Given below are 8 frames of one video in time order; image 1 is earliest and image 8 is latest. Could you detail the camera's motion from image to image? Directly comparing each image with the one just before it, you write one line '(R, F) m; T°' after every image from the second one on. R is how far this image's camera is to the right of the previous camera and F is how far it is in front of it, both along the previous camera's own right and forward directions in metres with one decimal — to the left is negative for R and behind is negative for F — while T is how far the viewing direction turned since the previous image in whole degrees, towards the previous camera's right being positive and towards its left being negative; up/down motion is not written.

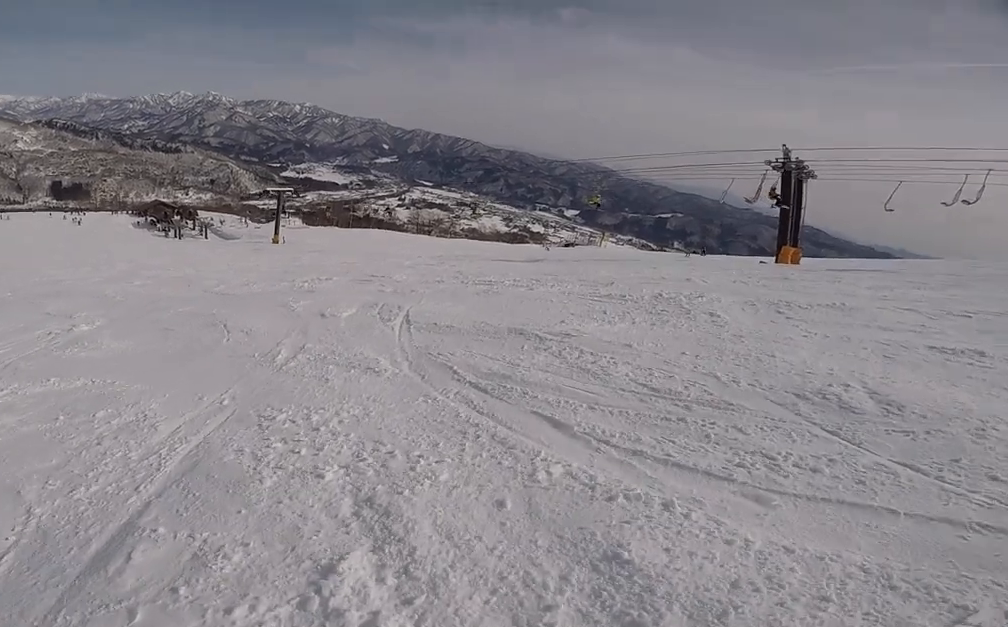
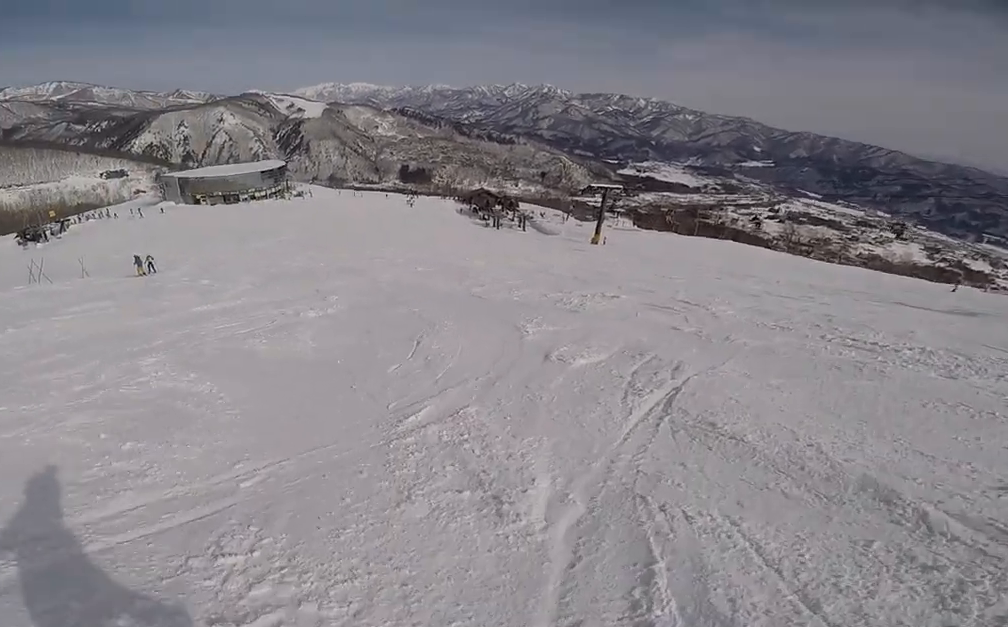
(-0.7, +3.2) m; -32°
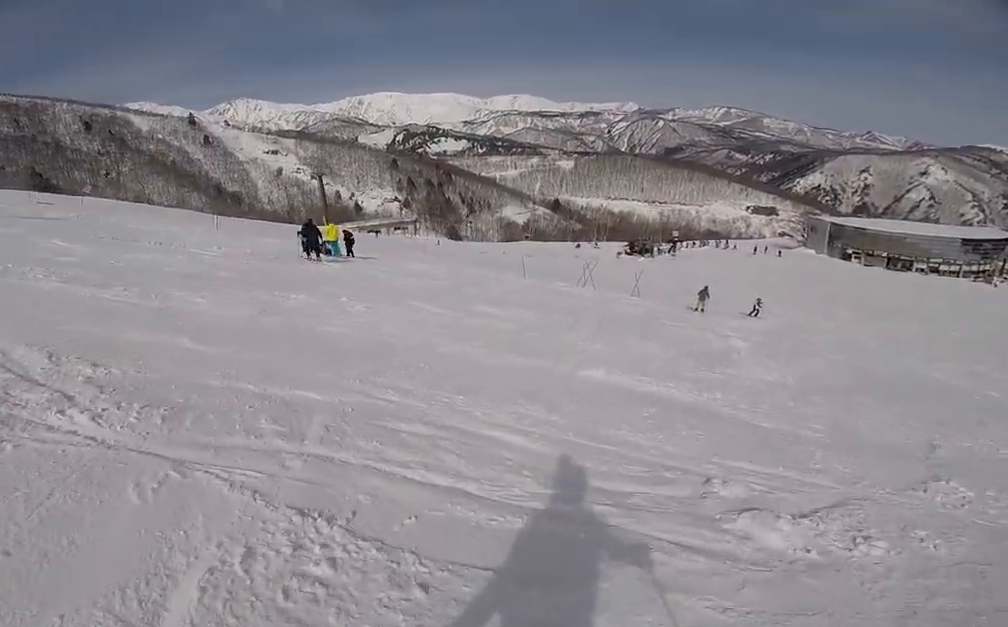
(-3.3, +5.3) m; -50°
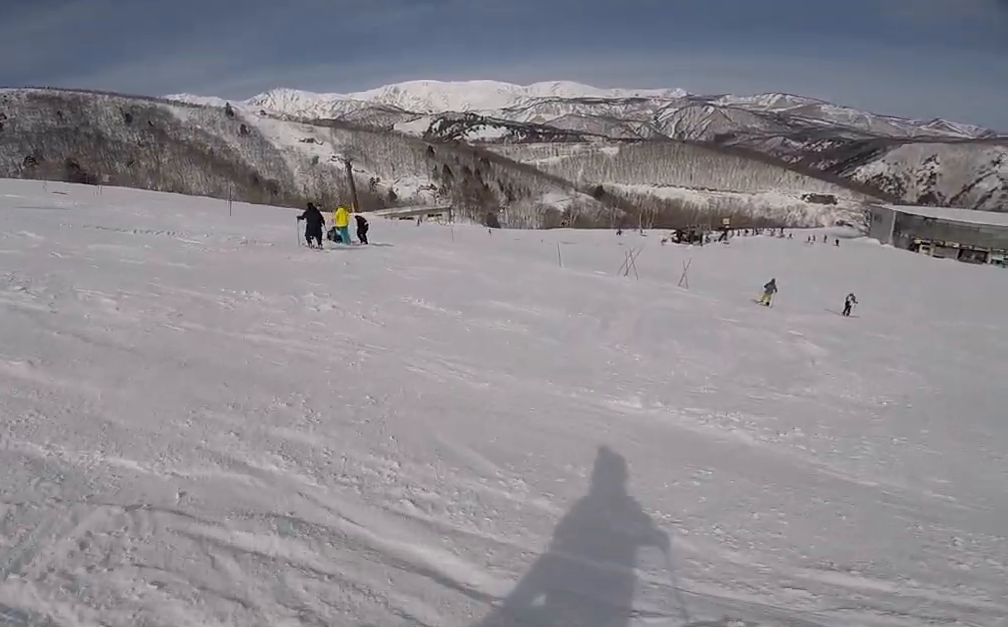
(-0.1, +1.7) m; -6°
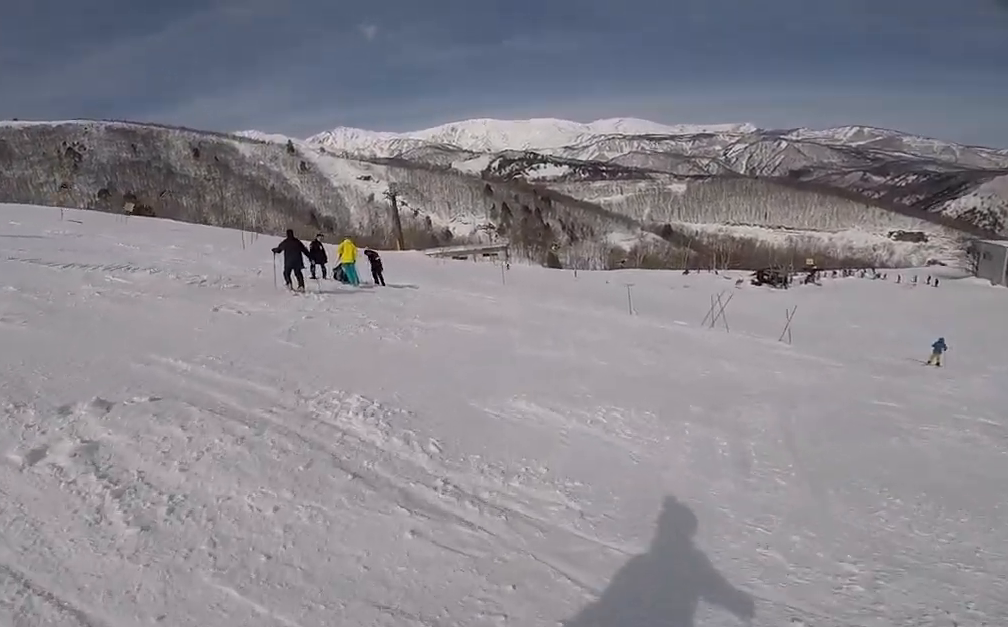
(-0.5, +4.1) m; -4°
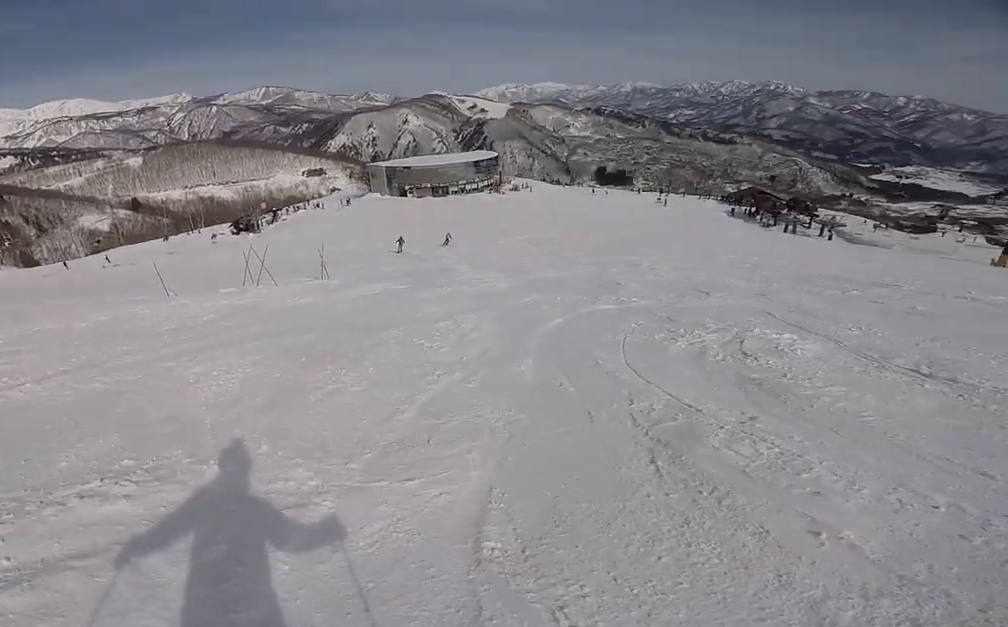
(+1.2, +6.0) m; +43°
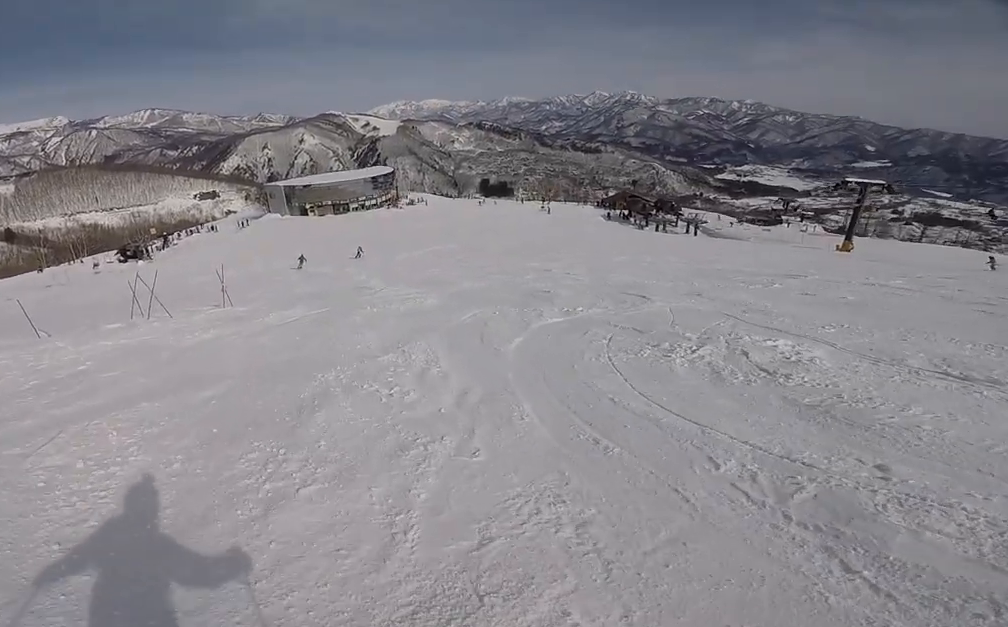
(+0.4, +1.7) m; +20°
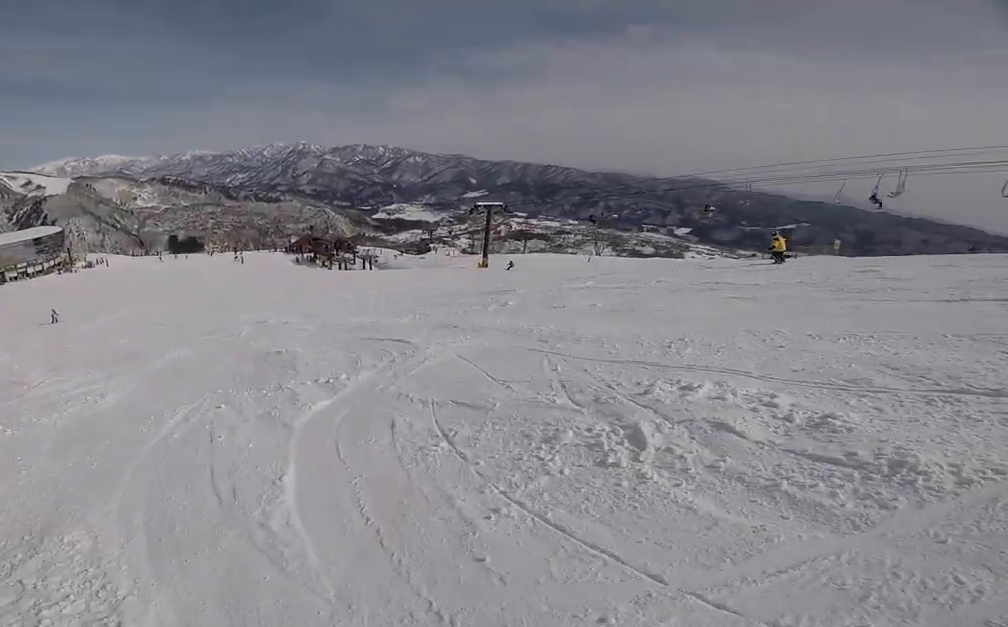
(+1.3, +3.2) m; +30°
